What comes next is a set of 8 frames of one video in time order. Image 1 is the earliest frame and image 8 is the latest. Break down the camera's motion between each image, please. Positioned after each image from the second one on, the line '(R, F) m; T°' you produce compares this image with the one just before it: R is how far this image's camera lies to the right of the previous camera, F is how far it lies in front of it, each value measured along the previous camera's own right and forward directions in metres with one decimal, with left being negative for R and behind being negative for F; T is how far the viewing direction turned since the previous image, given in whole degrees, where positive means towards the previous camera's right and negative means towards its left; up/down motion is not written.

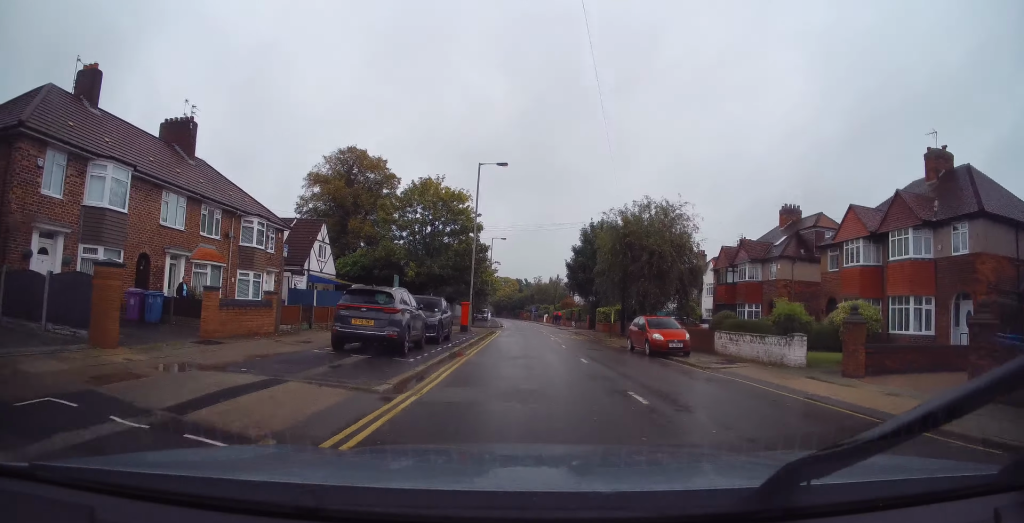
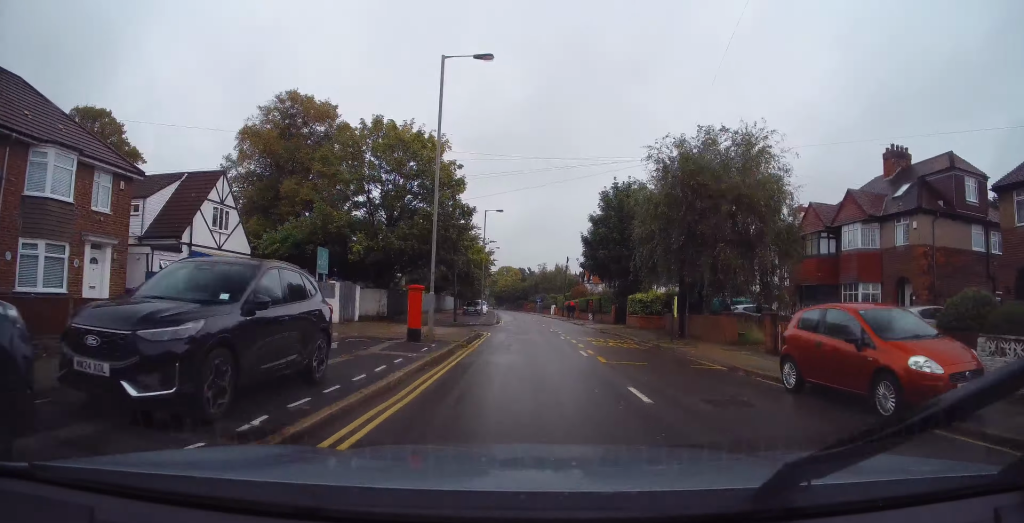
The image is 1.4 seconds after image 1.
(-0.5, +13.8) m; -3°
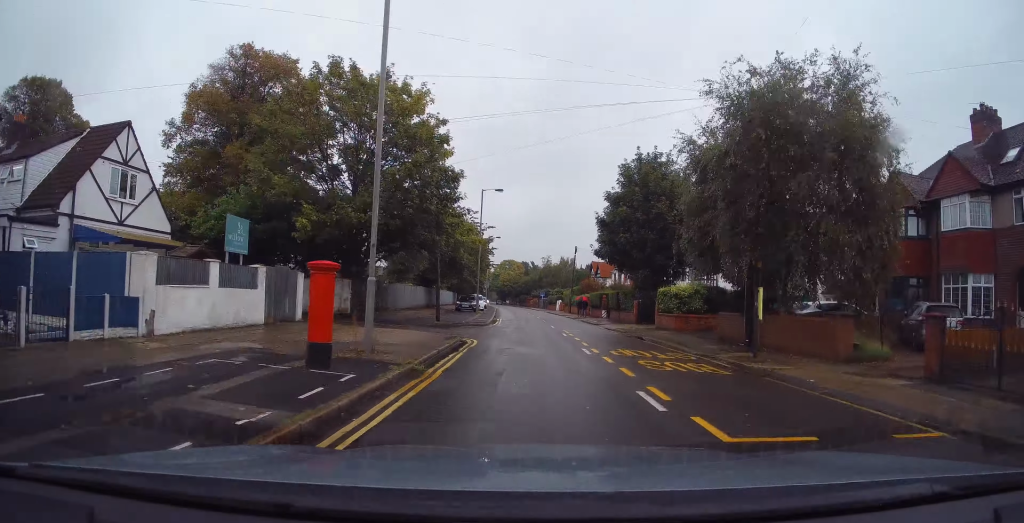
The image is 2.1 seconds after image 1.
(-0.1, +7.6) m; 0°
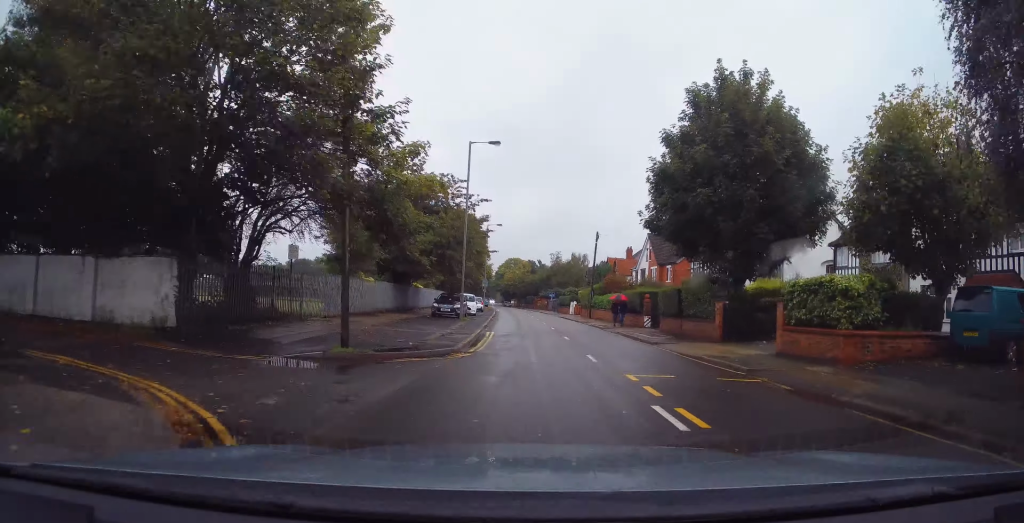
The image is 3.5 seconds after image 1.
(+0.1, +14.0) m; 0°
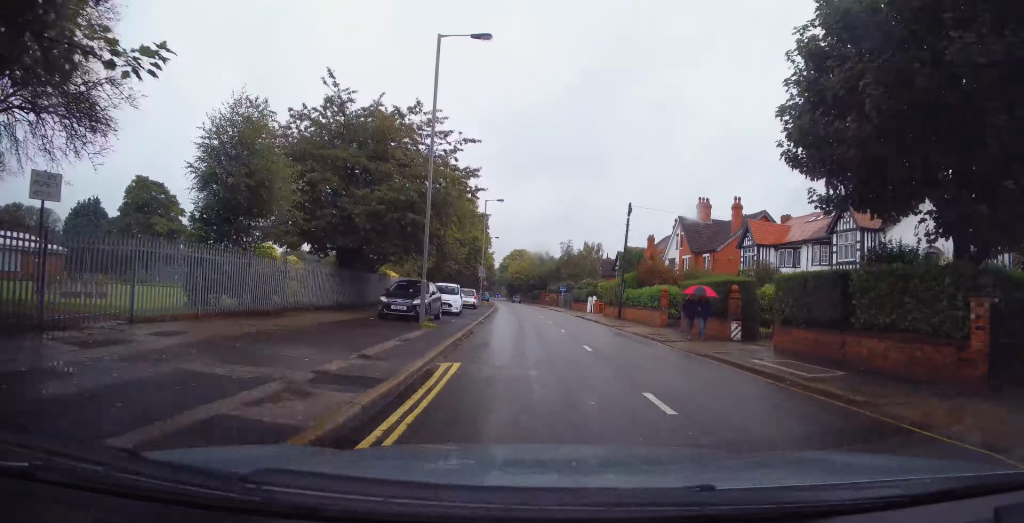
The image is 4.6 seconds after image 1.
(-0.3, +12.5) m; -2°
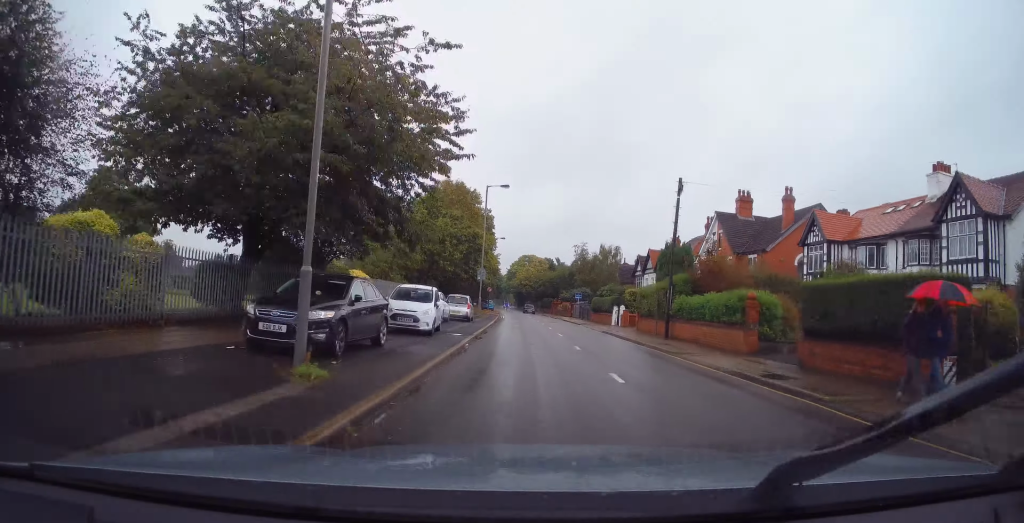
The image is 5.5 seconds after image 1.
(0.0, +9.9) m; +2°
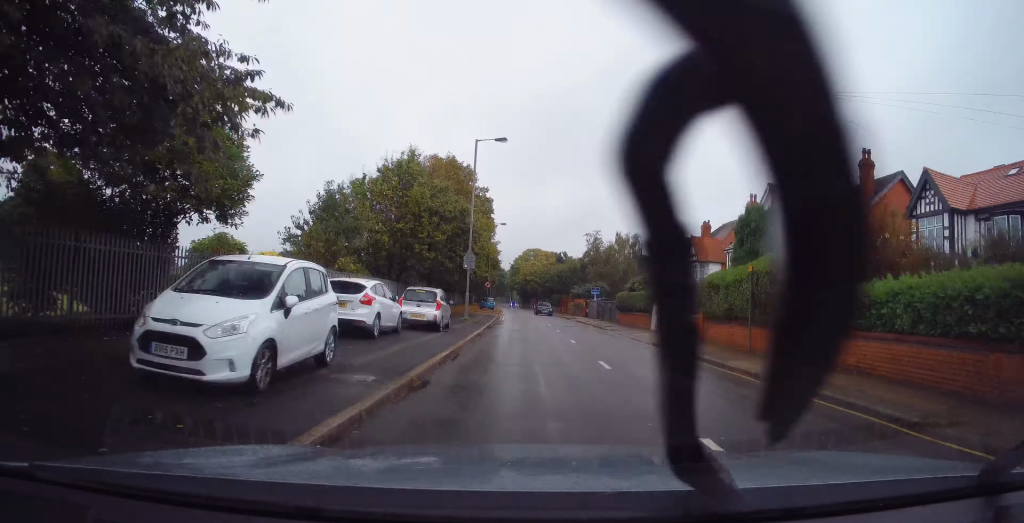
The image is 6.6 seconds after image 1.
(+0.4, +11.6) m; +1°
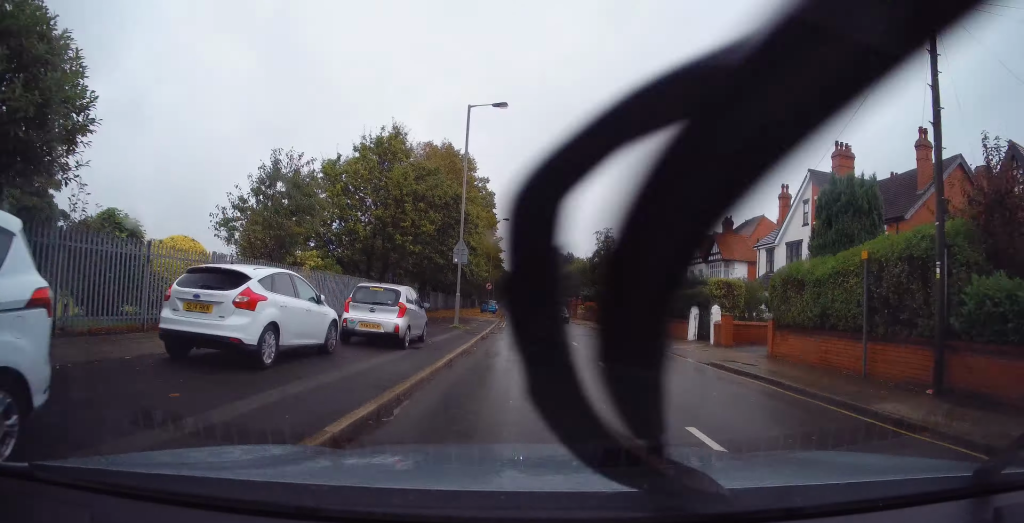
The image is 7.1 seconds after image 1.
(+0.1, +6.1) m; -1°
